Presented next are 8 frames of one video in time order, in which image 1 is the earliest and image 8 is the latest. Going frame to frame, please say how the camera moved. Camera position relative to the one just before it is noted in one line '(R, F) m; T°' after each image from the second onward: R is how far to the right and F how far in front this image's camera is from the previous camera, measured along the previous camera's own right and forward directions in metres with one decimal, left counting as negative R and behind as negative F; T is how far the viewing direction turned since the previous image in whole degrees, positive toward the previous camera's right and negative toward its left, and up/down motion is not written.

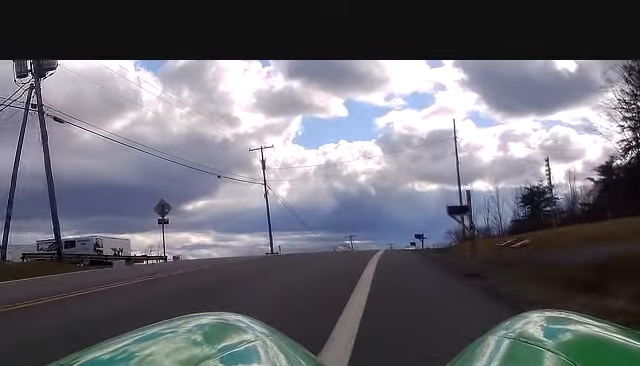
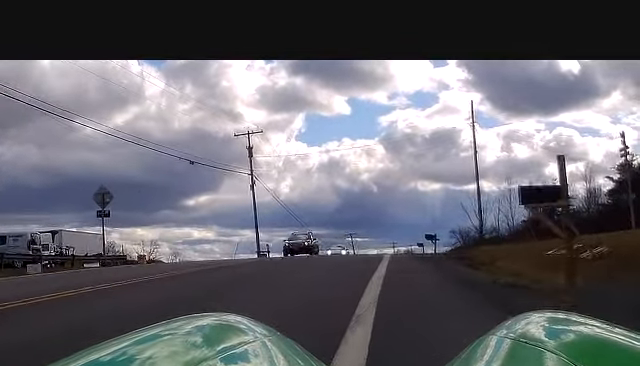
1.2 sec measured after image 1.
(-1.0, +11.0) m; -3°
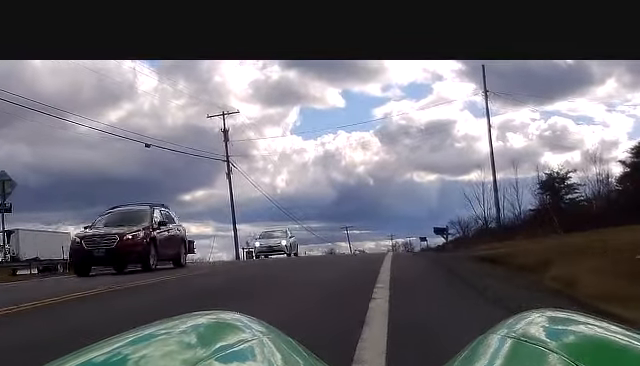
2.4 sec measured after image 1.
(+0.9, +9.9) m; +8°
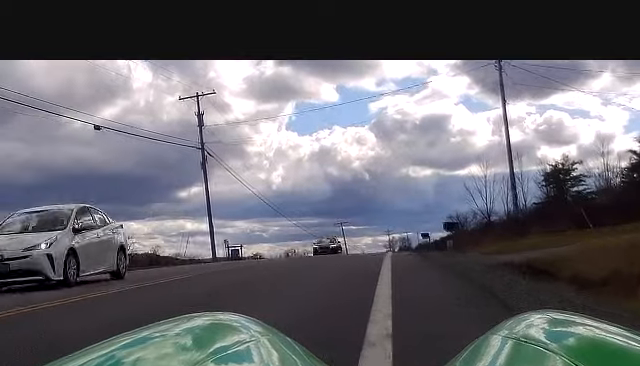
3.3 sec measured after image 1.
(+0.1, +8.0) m; 0°
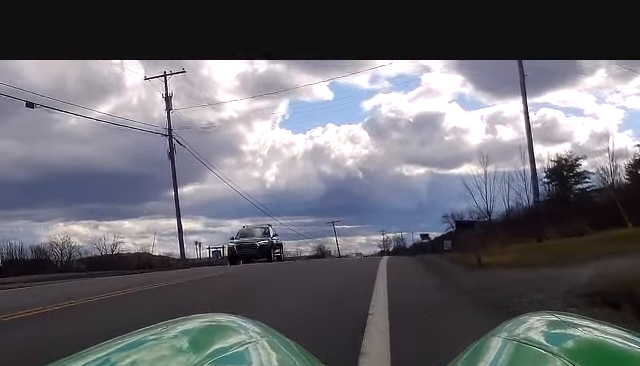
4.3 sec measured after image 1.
(-0.2, +7.4) m; -1°
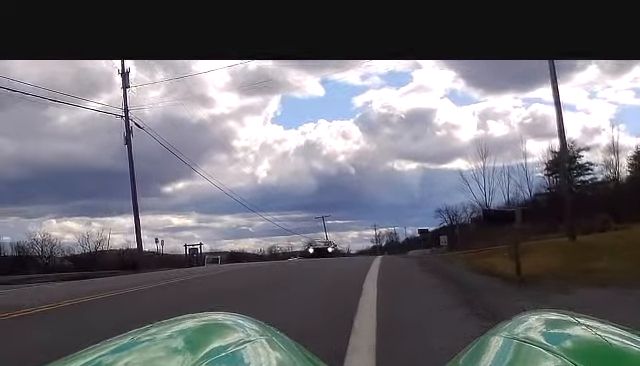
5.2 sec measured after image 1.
(+0.2, +7.3) m; +2°
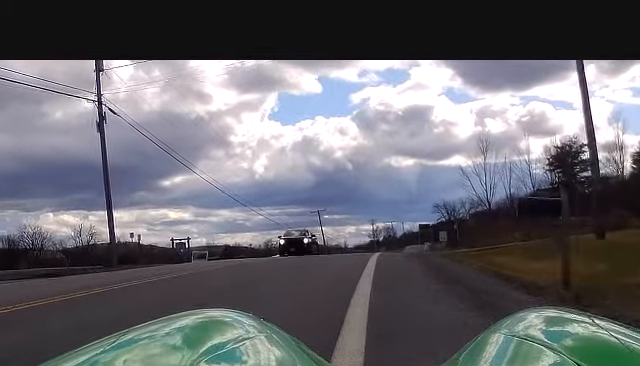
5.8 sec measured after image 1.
(-0.3, +3.9) m; +2°
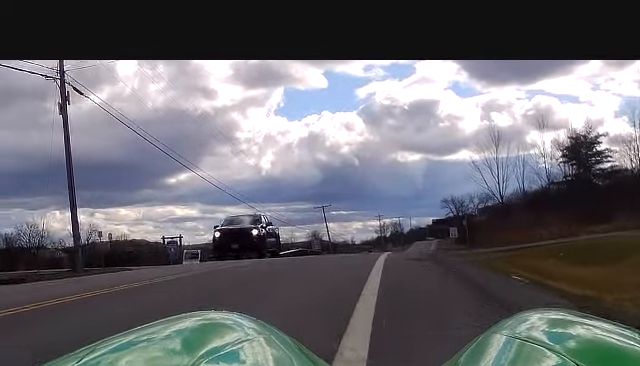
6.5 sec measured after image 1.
(+0.5, +5.5) m; -5°
